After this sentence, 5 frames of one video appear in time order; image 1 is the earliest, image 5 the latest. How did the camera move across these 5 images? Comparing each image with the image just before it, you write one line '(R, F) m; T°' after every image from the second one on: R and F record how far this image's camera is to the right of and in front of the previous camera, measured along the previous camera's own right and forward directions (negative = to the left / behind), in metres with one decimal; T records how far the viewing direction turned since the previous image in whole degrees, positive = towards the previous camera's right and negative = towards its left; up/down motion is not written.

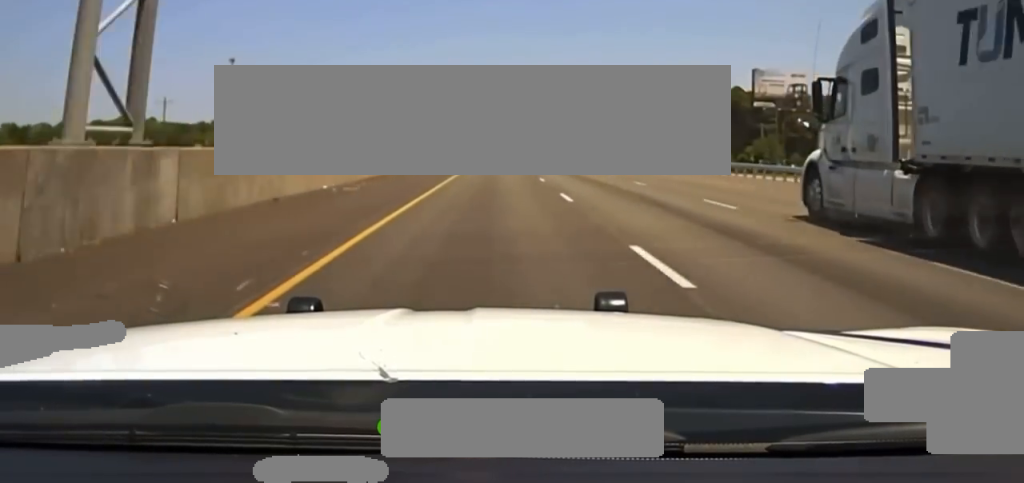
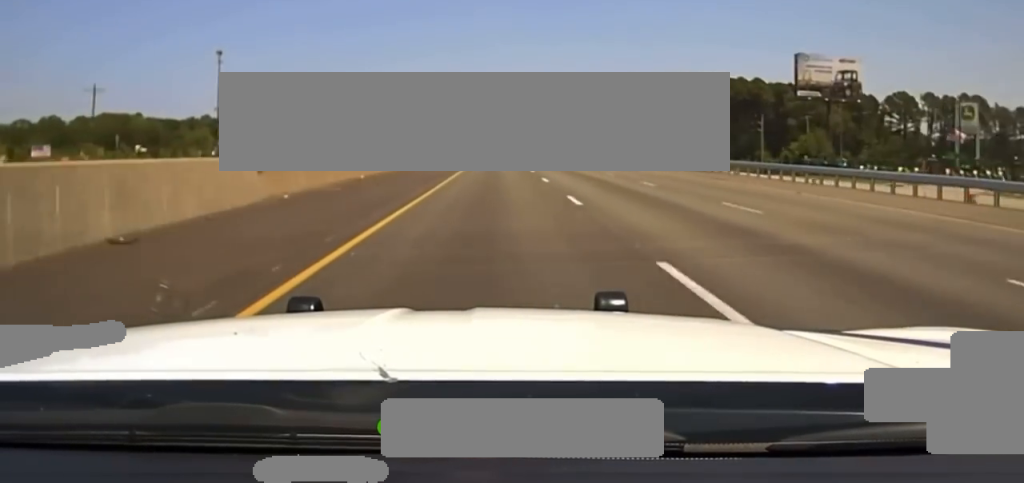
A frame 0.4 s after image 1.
(0.0, +25.2) m; 0°
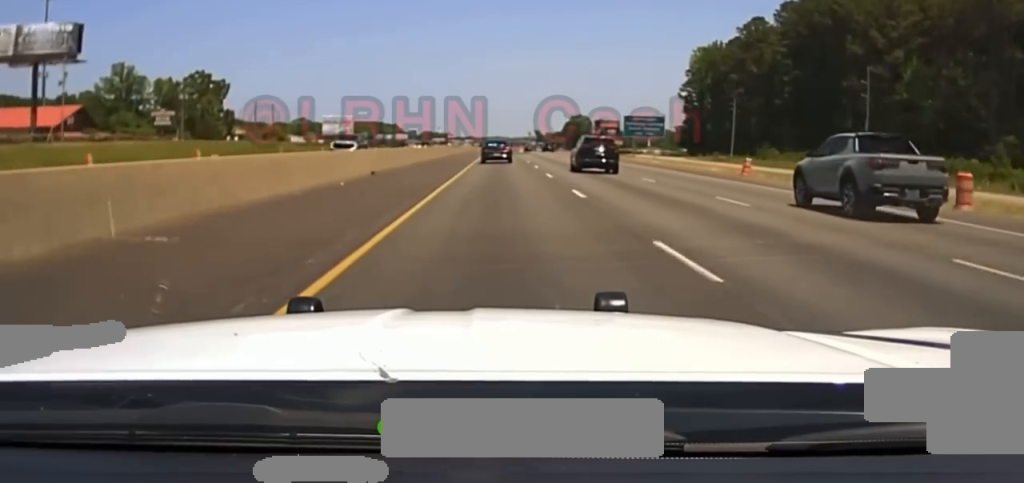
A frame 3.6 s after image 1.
(-0.1, +198.6) m; 0°
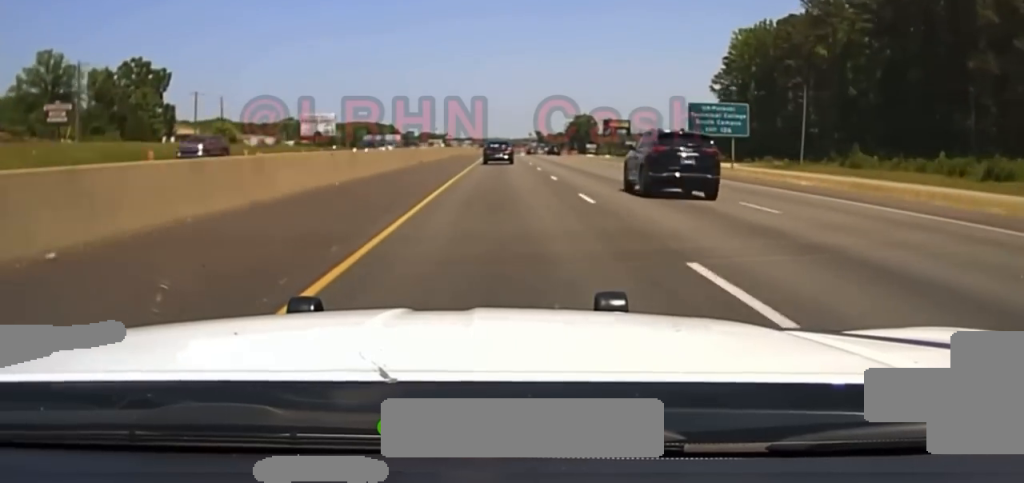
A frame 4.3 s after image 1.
(0.0, +43.7) m; 0°
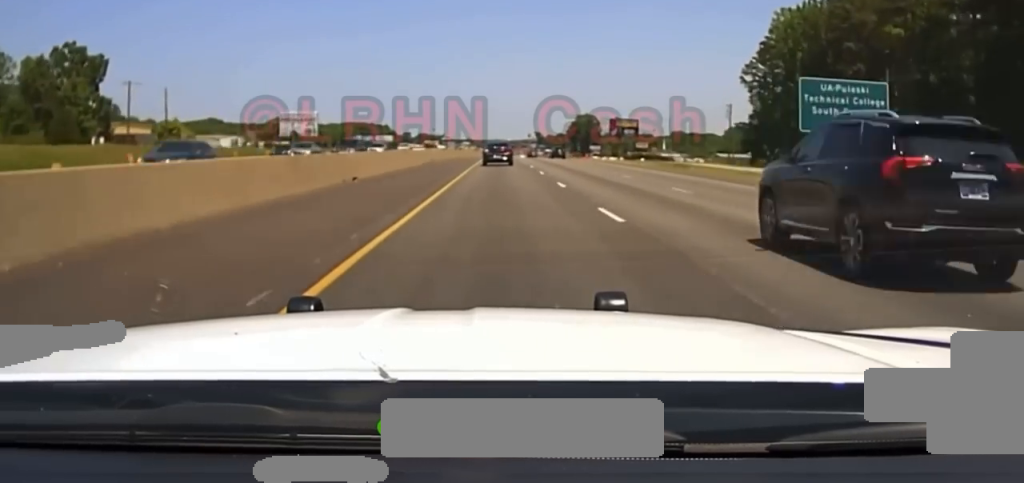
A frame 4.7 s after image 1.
(0.0, +32.8) m; 0°
